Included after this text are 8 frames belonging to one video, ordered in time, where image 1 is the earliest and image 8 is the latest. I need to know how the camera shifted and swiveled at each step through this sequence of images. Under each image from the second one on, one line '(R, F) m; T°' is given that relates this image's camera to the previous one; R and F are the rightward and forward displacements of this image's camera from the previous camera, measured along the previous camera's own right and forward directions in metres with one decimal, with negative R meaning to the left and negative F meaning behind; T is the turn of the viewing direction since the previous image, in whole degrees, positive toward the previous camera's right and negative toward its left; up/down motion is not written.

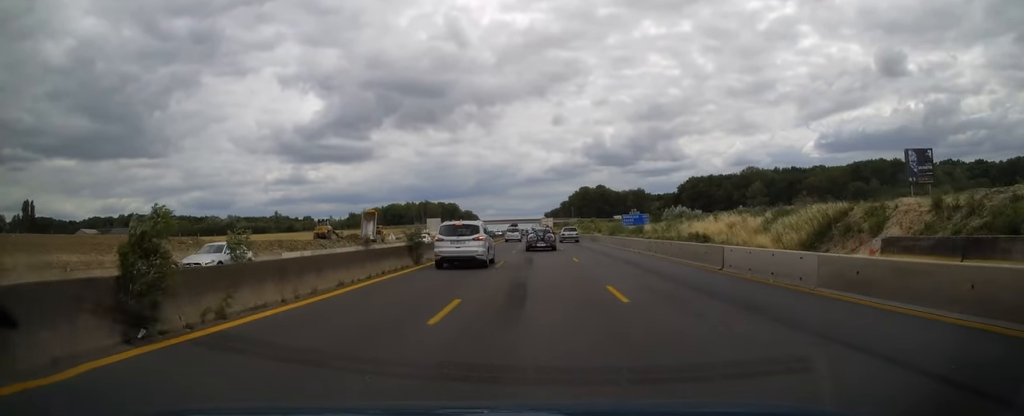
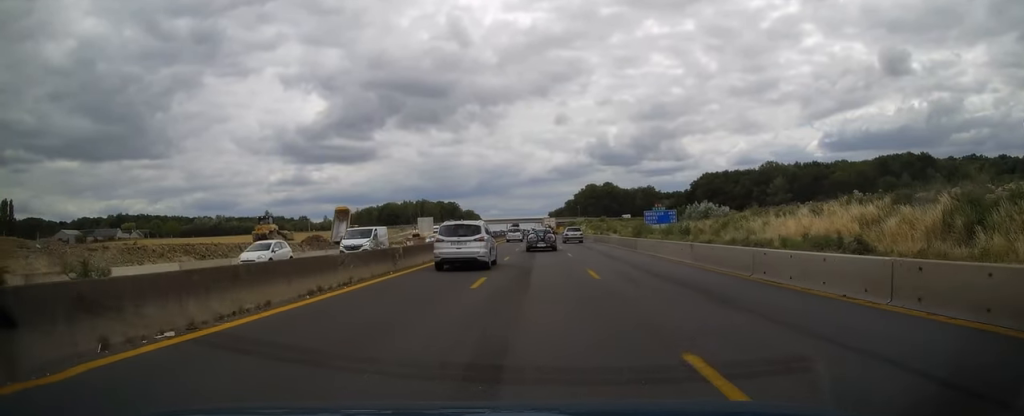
(0.0, +20.7) m; 0°
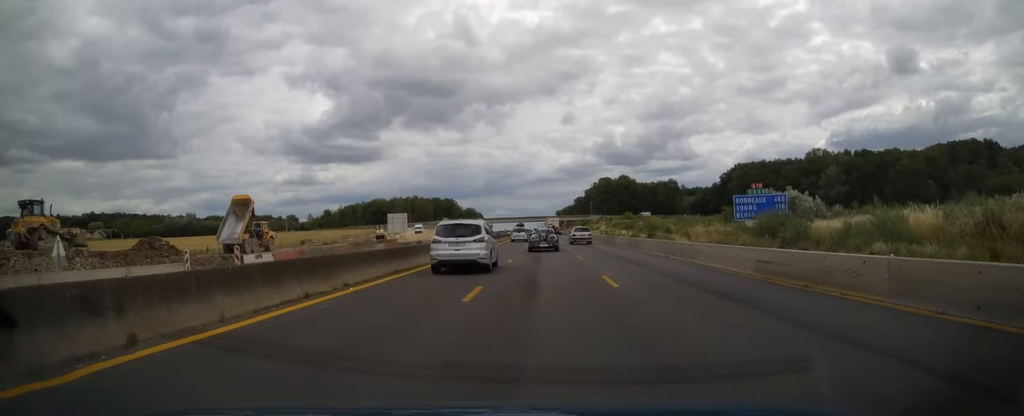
(-0.2, +42.2) m; -1°
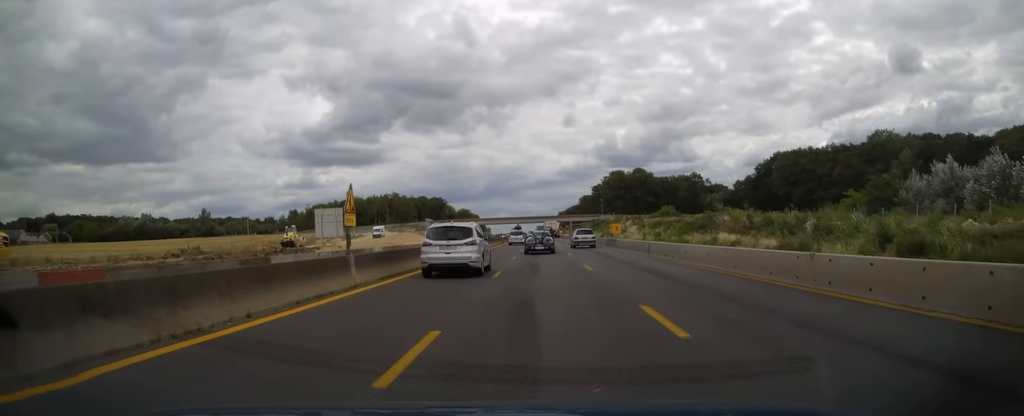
(-0.1, +45.0) m; 0°
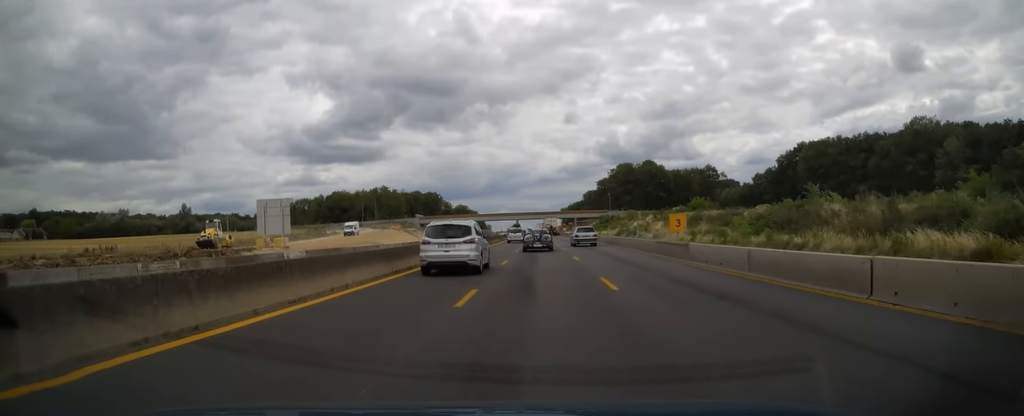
(-0.1, +20.4) m; 0°
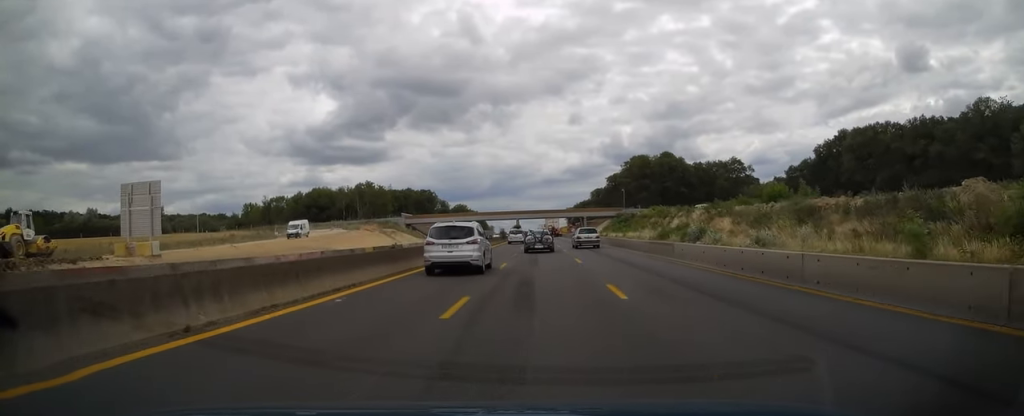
(0.0, +27.4) m; 0°
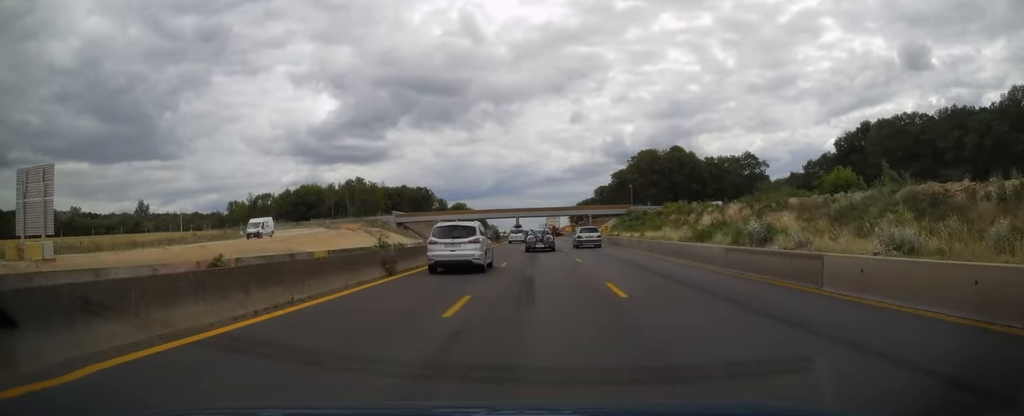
(-0.1, +12.9) m; 0°
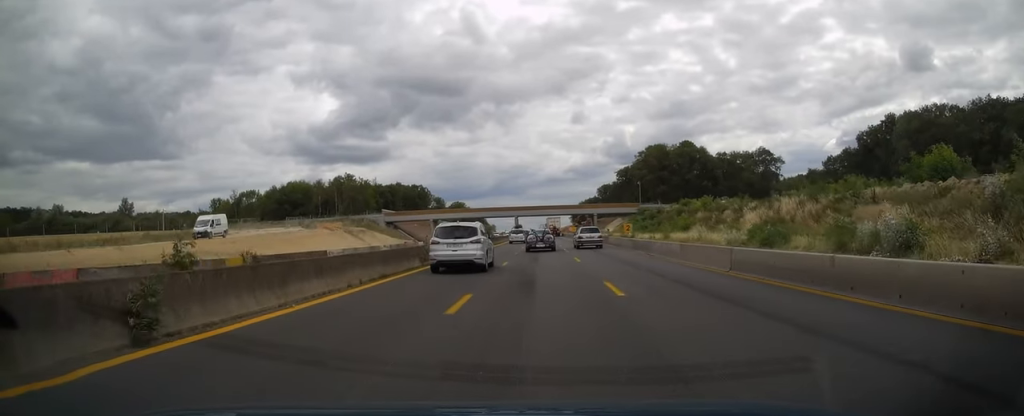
(0.0, +12.5) m; 0°
